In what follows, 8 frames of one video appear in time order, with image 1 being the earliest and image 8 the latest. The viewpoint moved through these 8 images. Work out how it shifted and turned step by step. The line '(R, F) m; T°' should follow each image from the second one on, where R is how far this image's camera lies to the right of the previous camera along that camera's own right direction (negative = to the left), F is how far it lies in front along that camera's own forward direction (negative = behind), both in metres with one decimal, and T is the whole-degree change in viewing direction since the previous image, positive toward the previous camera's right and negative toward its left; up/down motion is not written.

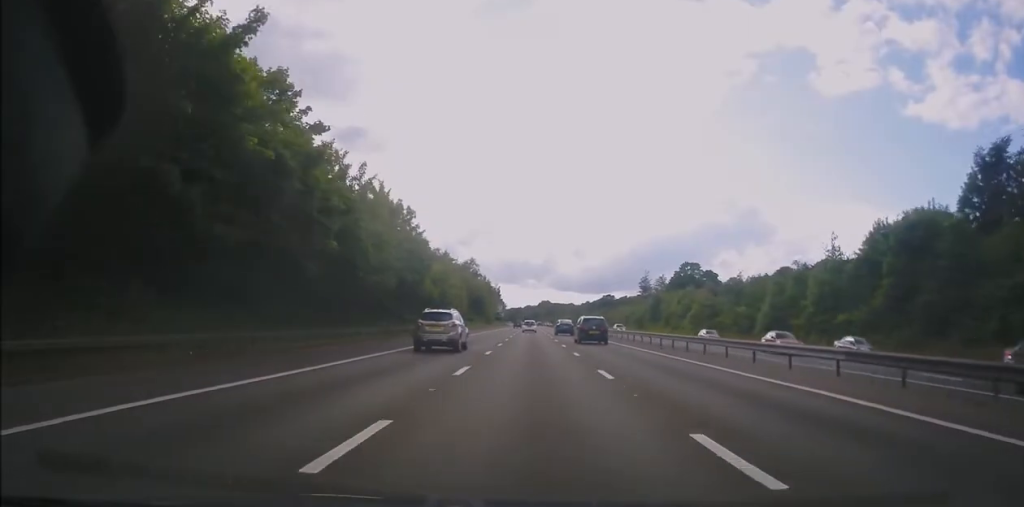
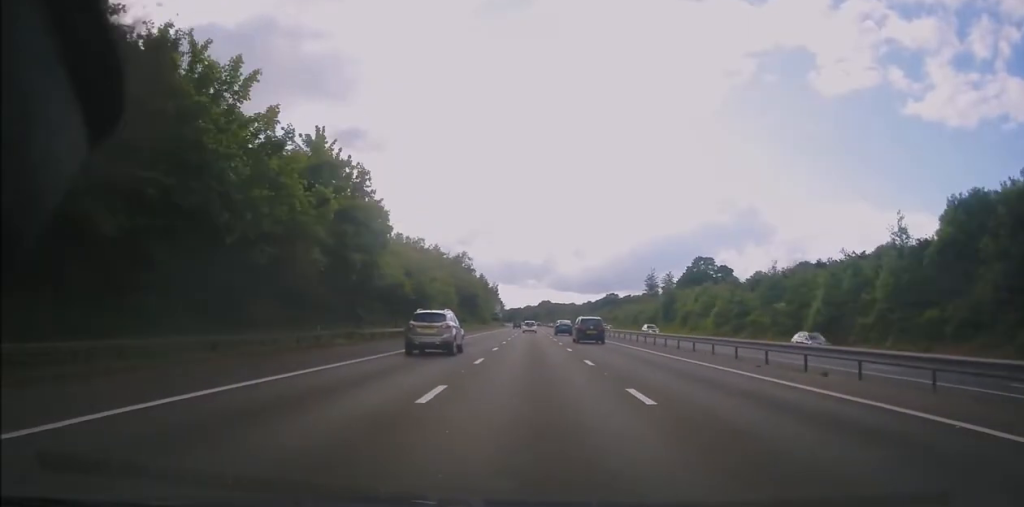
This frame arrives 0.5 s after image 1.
(-0.3, +13.9) m; 0°
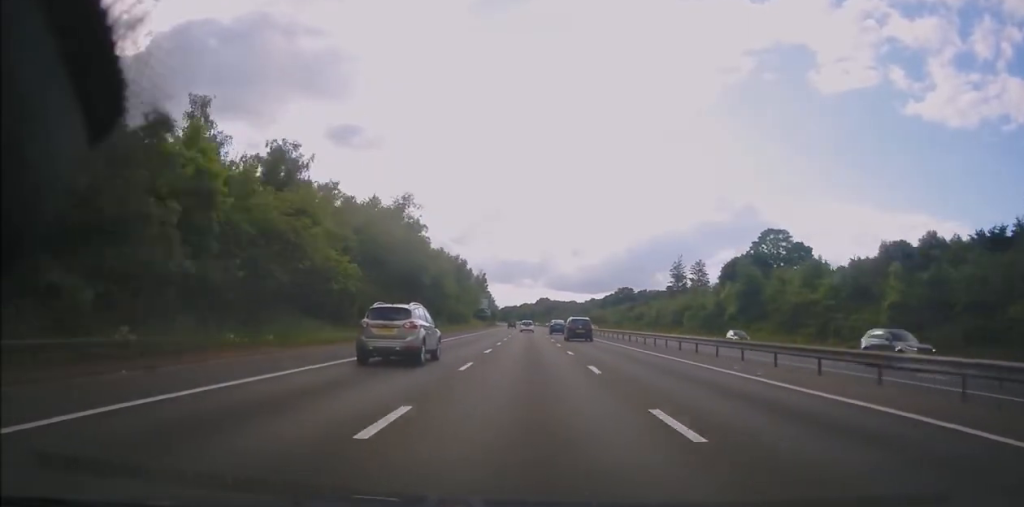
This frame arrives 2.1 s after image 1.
(+0.4, +49.1) m; +1°
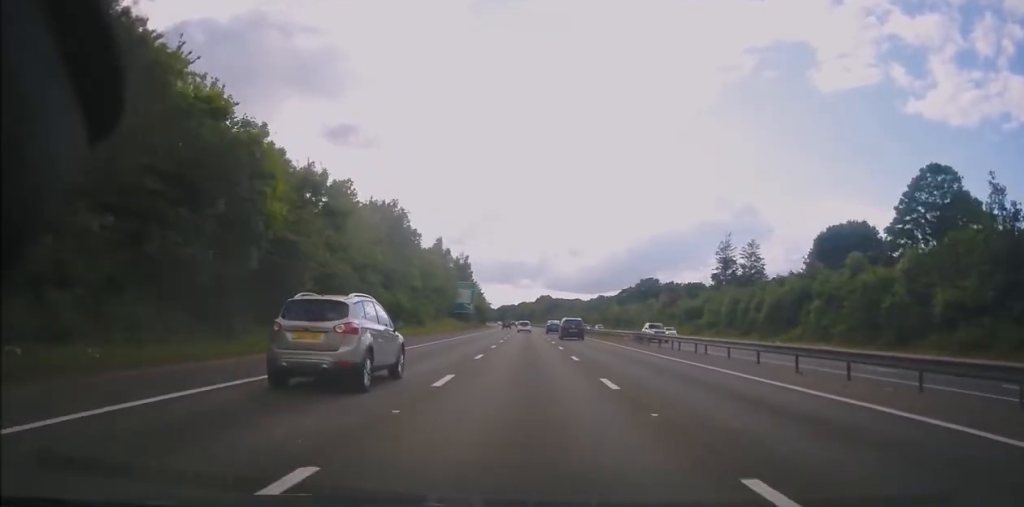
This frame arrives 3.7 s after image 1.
(0.0, +48.6) m; 0°
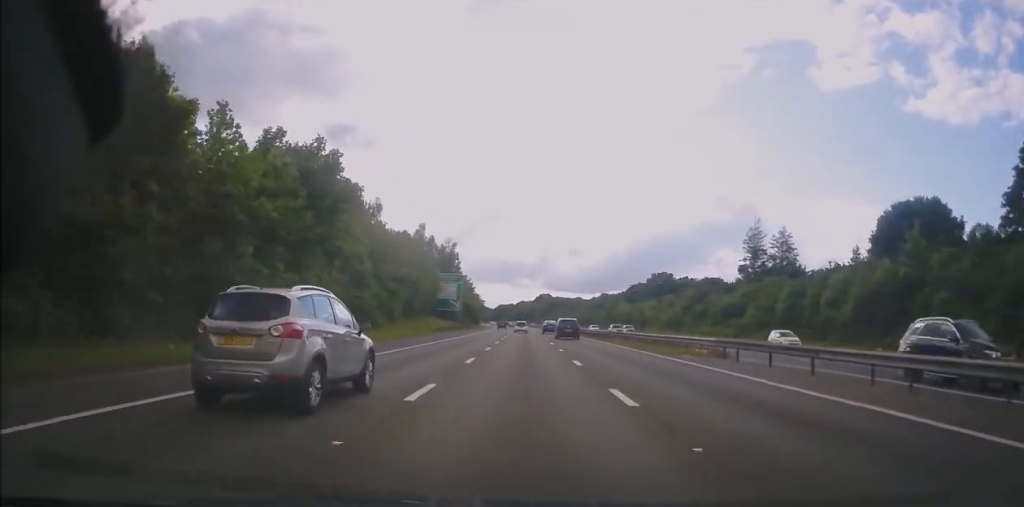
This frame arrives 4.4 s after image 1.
(-0.1, +20.5) m; 0°
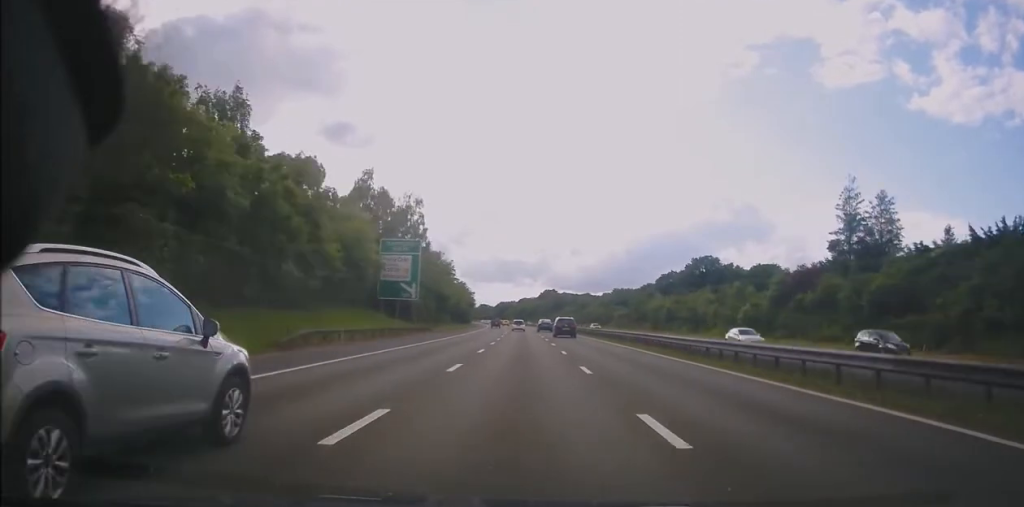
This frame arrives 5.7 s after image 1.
(0.0, +40.1) m; 0°
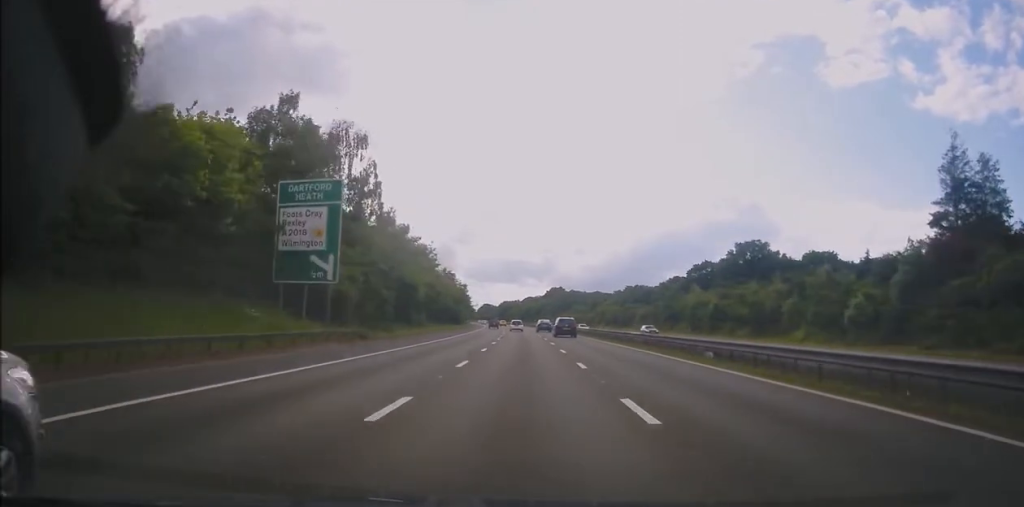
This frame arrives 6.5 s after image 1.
(-0.1, +26.0) m; 0°
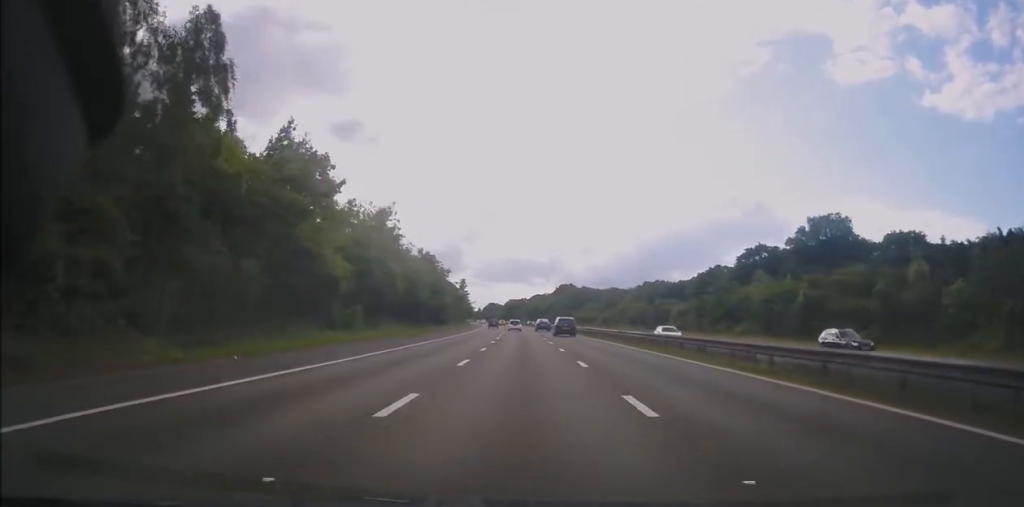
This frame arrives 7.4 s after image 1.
(0.0, +27.2) m; -1°
